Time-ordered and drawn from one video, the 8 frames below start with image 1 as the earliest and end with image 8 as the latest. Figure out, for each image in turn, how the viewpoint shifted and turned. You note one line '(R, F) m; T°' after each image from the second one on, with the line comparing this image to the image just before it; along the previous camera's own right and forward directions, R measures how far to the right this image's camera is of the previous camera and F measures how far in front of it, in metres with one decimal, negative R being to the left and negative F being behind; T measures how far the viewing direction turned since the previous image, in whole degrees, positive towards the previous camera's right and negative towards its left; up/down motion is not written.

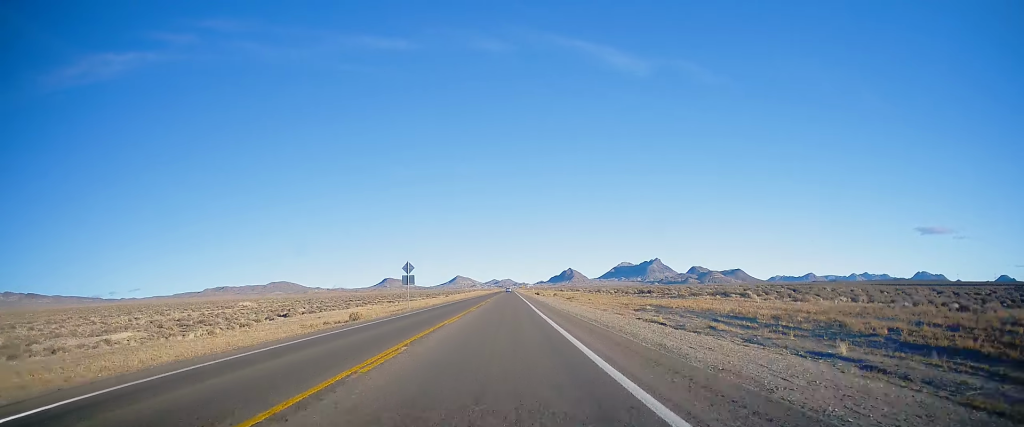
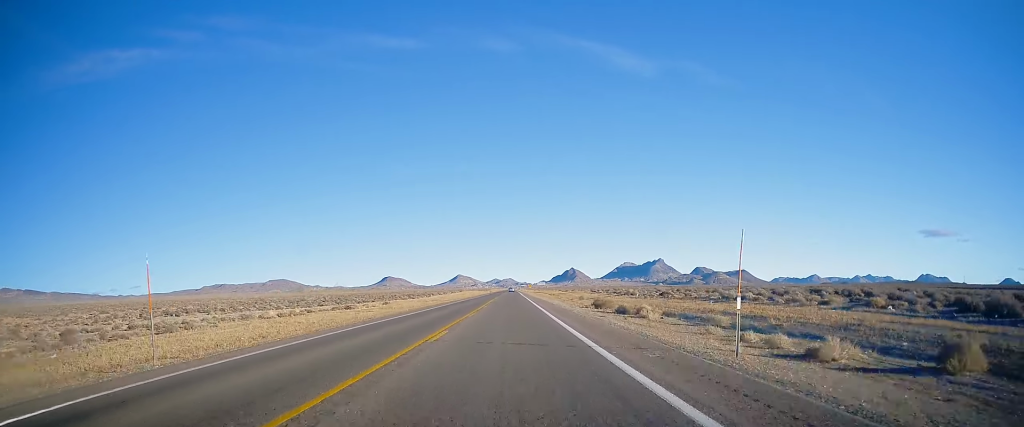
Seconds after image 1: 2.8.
(-0.5, +93.8) m; 0°
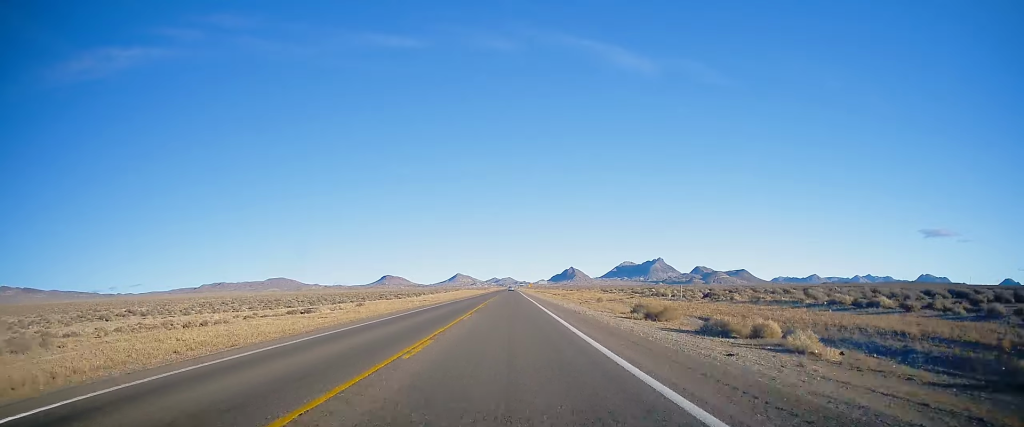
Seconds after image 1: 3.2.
(+0.1, +15.8) m; 0°
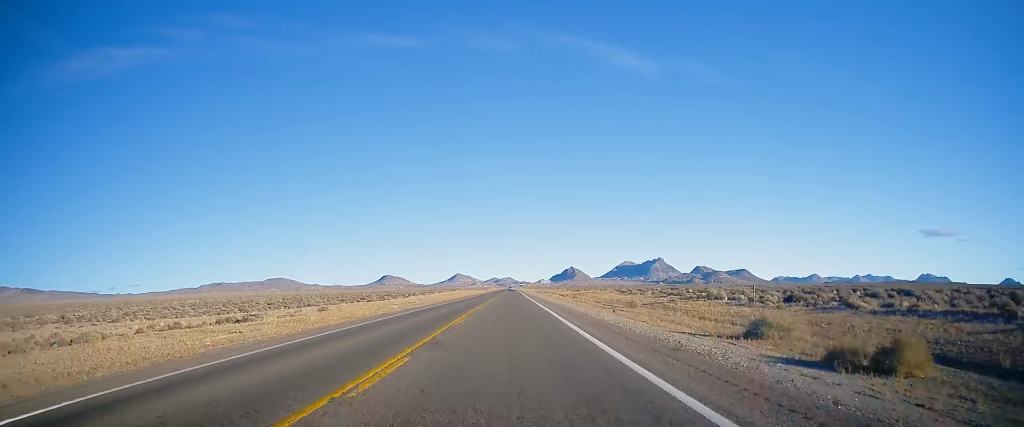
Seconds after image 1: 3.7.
(+0.2, +15.9) m; 0°
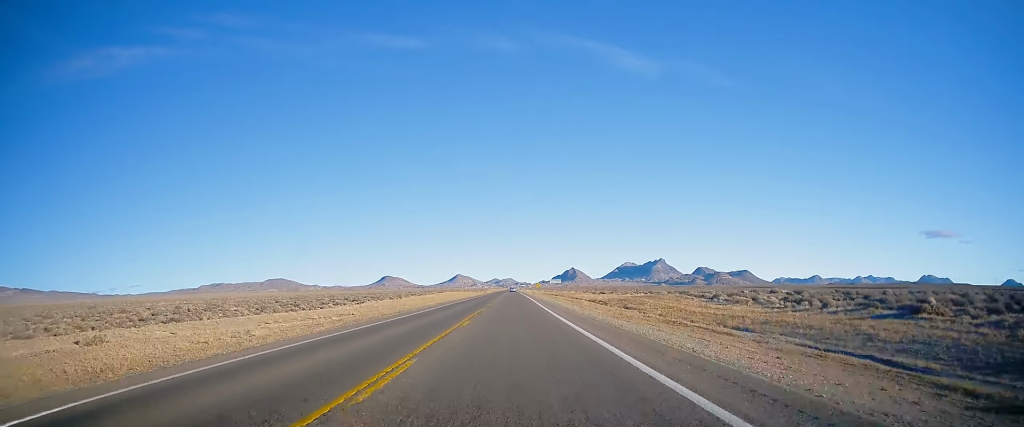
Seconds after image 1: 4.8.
(-0.4, +37.4) m; -1°
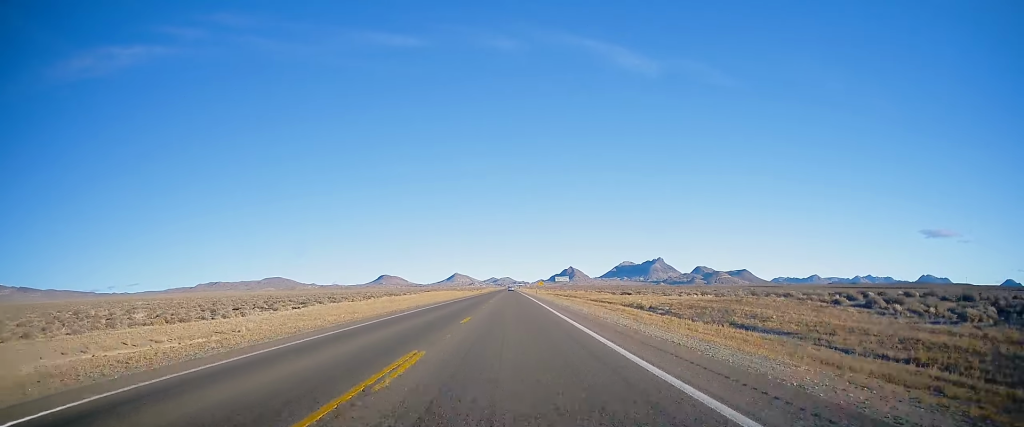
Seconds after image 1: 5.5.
(0.0, +23.8) m; 0°
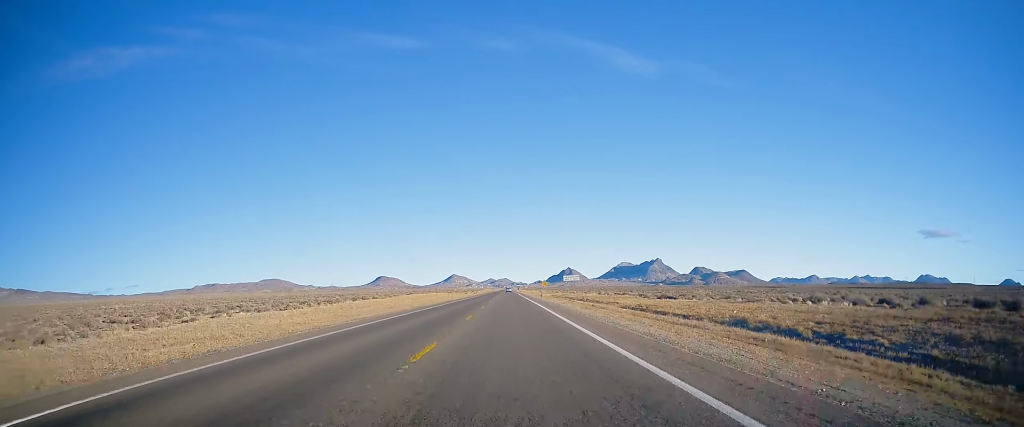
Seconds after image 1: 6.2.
(+0.1, +22.8) m; +1°
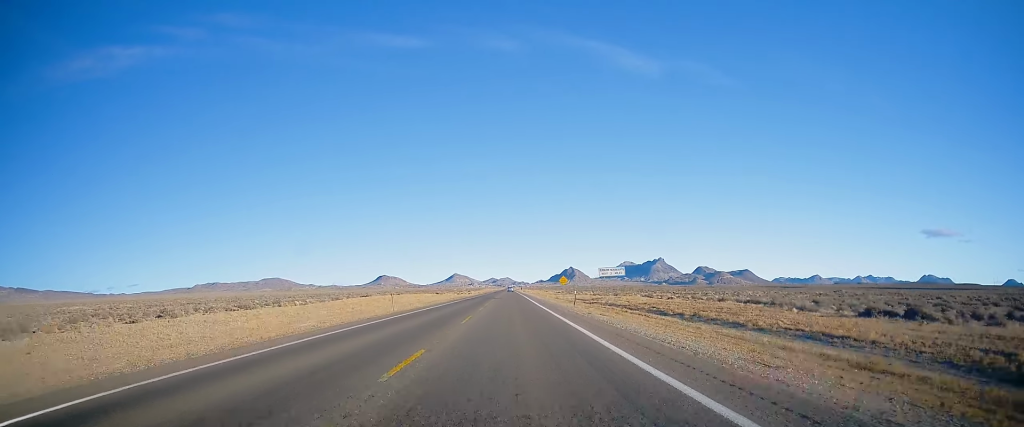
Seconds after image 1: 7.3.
(+0.5, +38.4) m; 0°
